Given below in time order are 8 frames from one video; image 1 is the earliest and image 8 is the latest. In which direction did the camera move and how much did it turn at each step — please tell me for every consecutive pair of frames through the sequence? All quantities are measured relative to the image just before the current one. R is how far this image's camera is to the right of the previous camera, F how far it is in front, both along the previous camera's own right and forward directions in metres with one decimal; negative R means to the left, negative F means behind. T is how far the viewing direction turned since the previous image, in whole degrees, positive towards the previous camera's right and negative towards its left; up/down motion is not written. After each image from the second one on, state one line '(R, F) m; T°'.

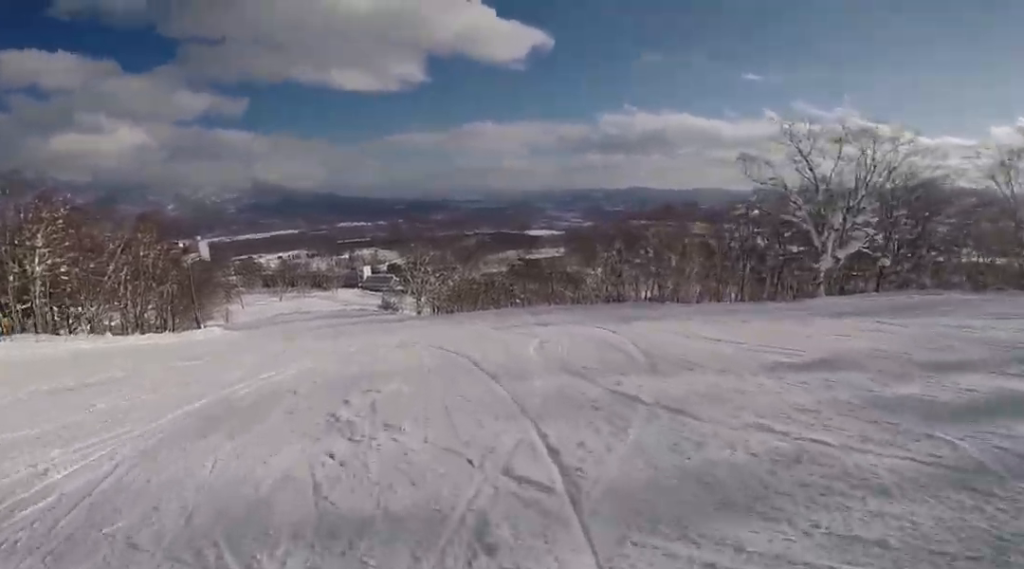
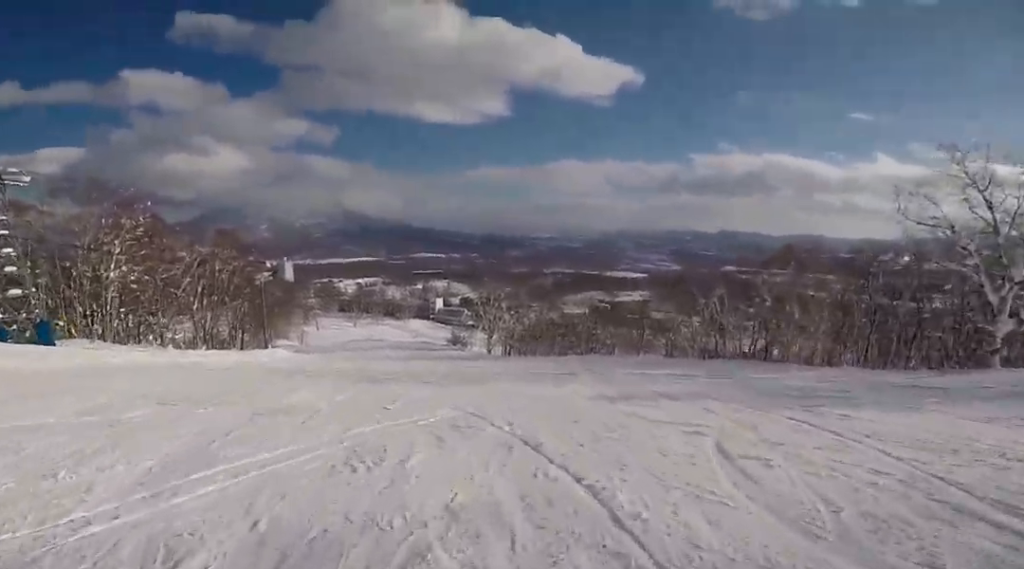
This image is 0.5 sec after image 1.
(+0.2, +4.4) m; -1°
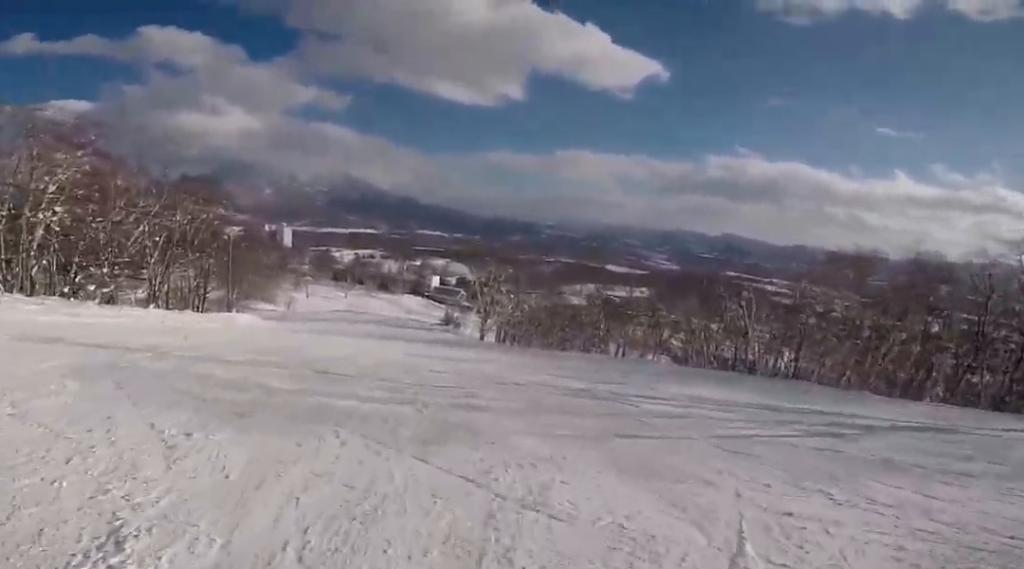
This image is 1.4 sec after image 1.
(-0.5, +9.0) m; -11°
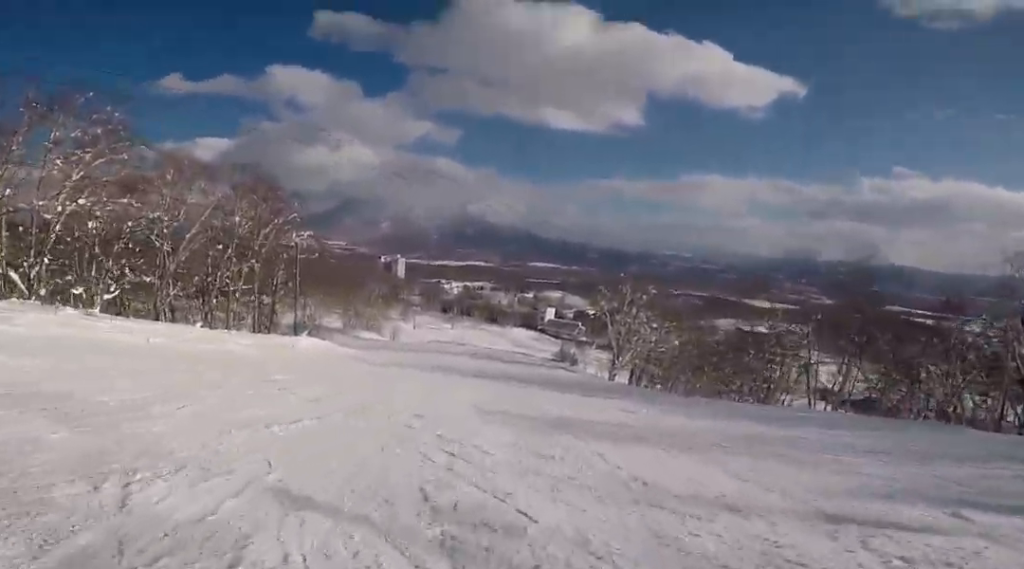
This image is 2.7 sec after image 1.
(-1.9, +14.2) m; -8°
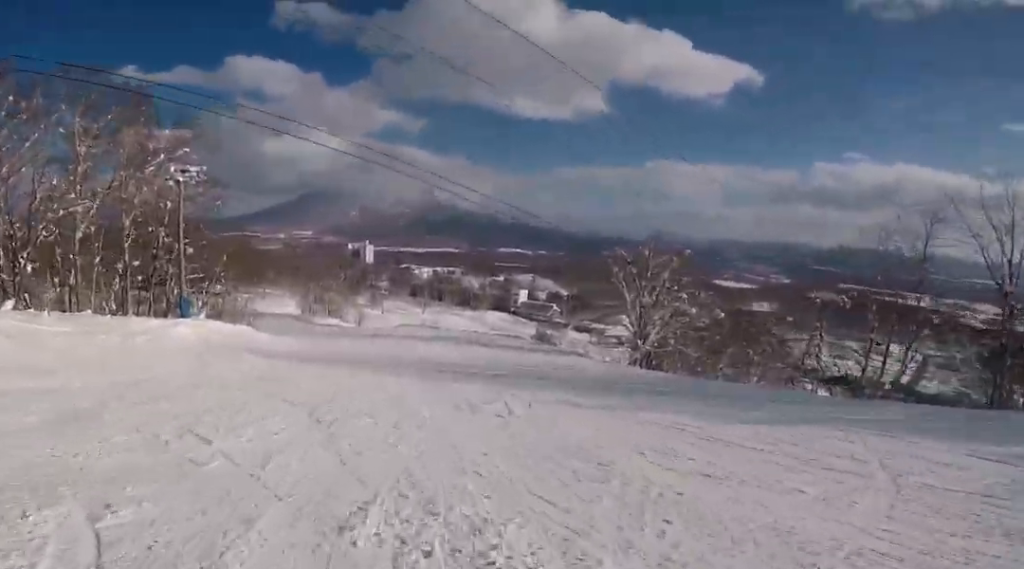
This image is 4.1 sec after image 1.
(-0.3, +16.4) m; -1°
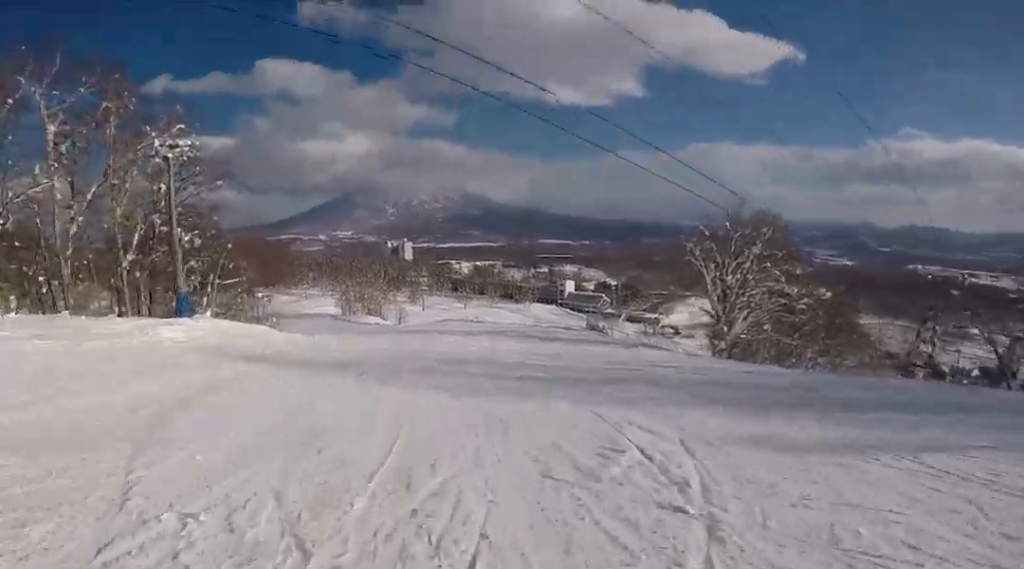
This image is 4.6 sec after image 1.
(0.0, +5.9) m; 0°
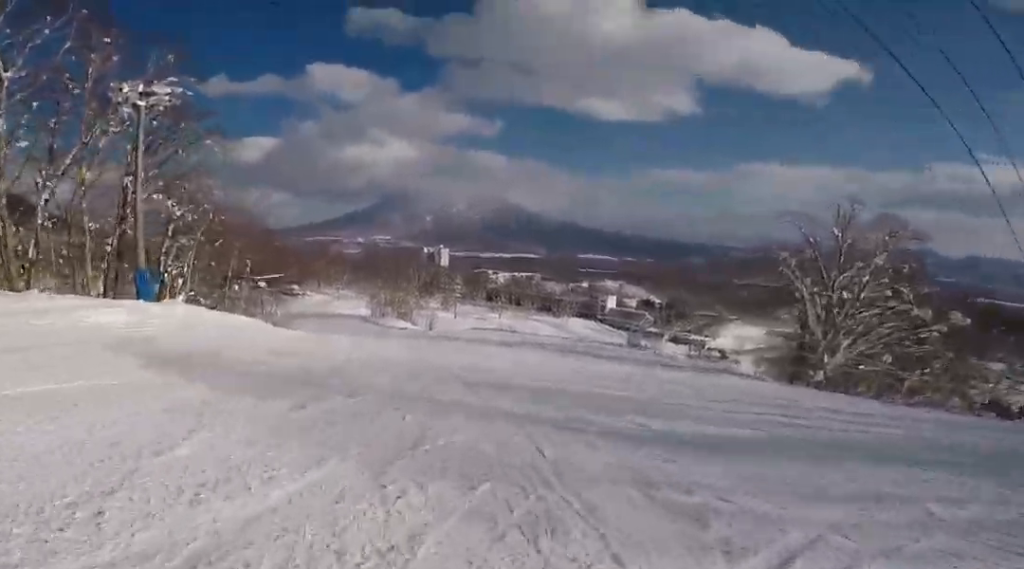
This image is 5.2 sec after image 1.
(0.0, +6.8) m; 0°
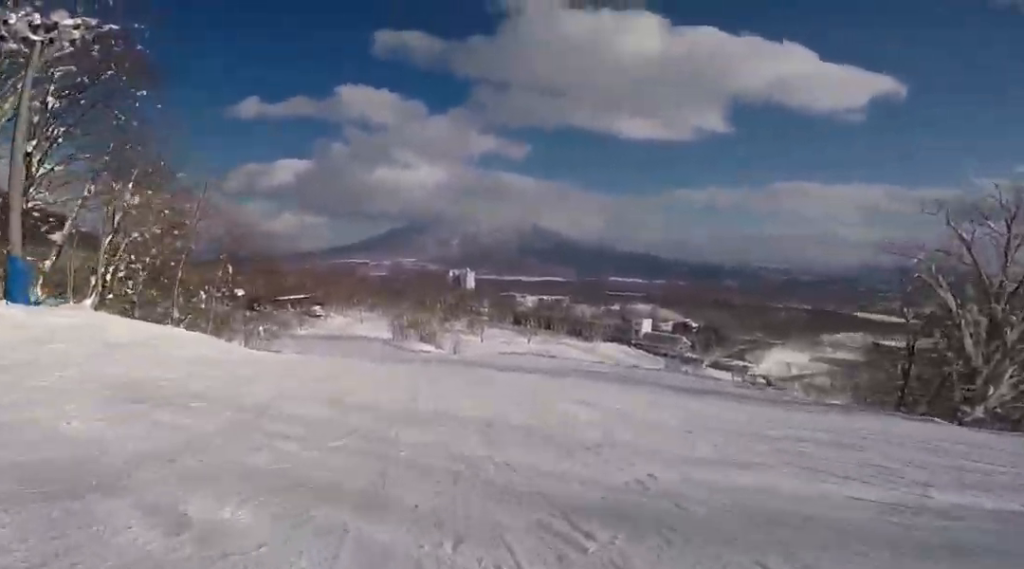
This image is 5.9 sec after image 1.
(0.0, +8.4) m; -5°
